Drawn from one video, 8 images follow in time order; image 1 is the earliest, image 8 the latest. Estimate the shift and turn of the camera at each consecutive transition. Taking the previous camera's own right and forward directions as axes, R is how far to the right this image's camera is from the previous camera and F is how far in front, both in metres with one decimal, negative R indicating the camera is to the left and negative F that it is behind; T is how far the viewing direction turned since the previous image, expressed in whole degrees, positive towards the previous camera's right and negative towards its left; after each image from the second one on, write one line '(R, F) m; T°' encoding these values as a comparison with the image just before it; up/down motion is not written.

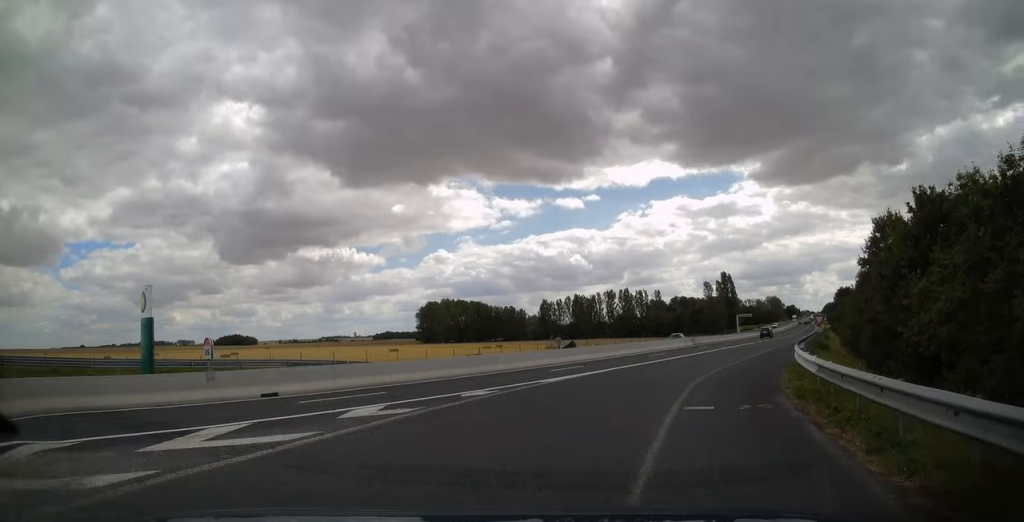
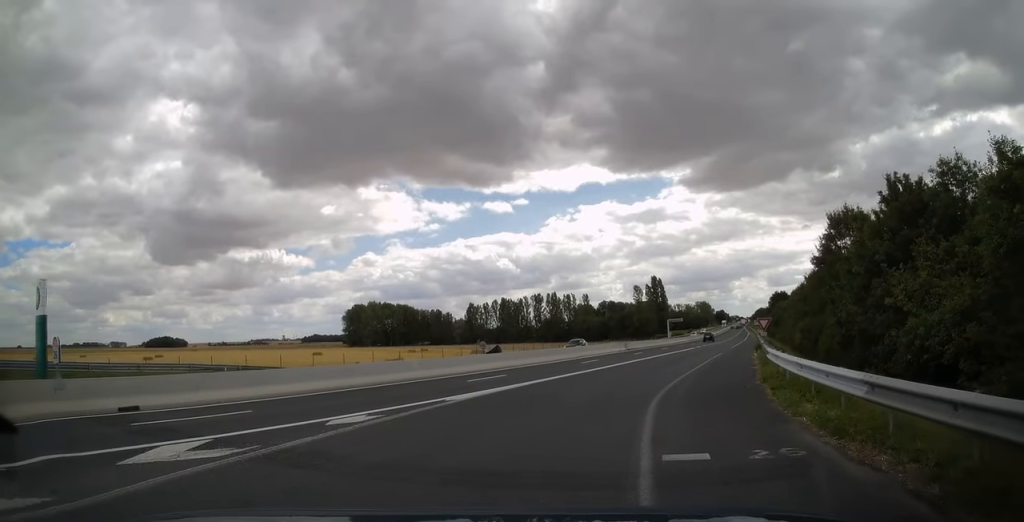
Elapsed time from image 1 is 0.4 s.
(+0.1, +4.0) m; +6°
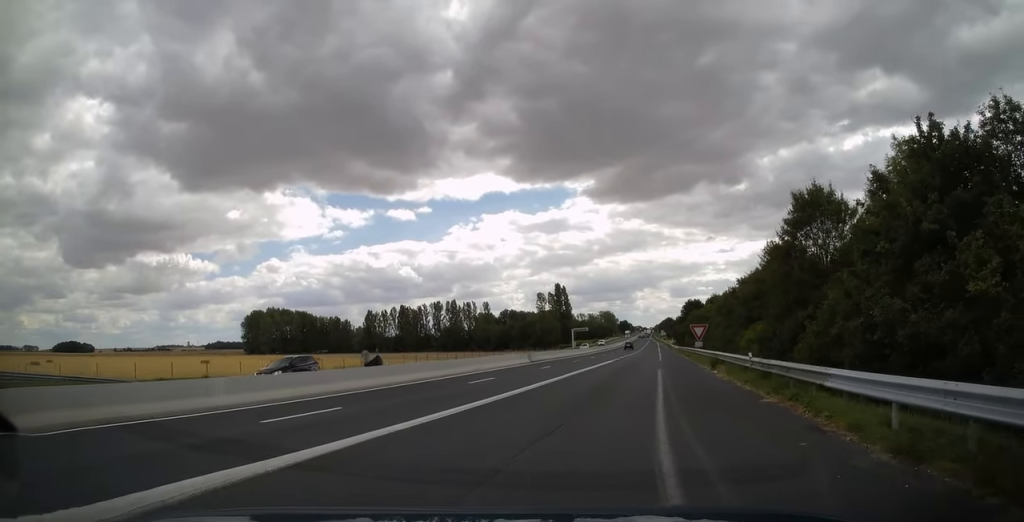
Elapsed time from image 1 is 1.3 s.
(+1.0, +9.8) m; +11°
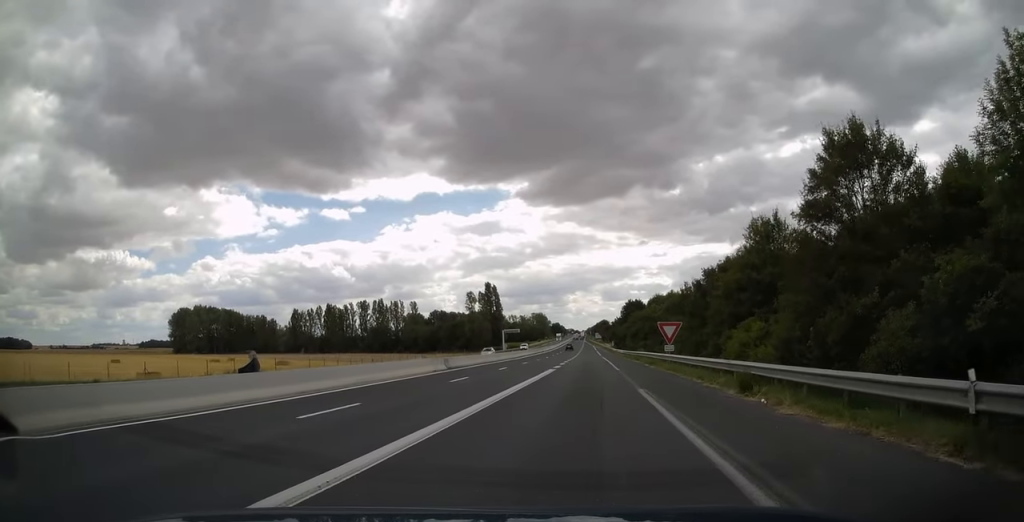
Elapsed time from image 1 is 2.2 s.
(+1.1, +11.5) m; +7°
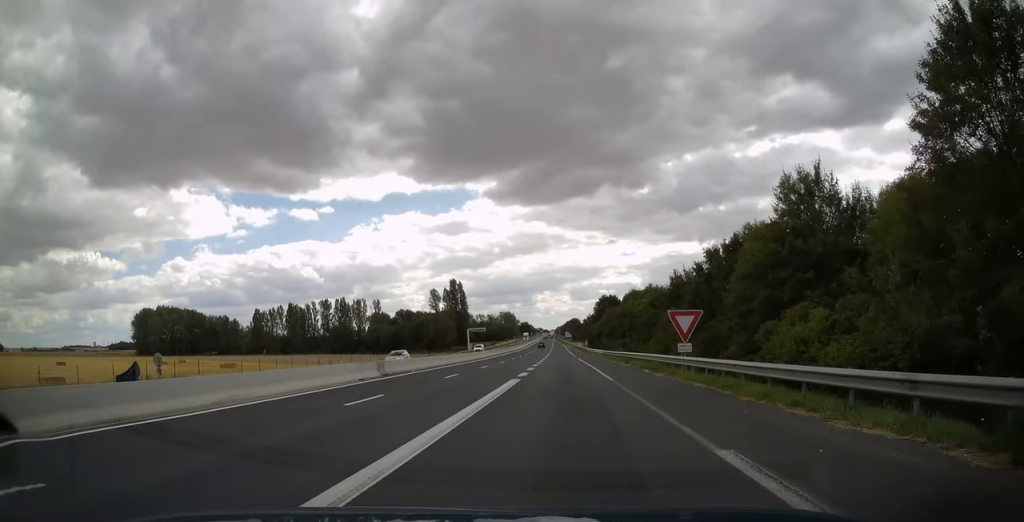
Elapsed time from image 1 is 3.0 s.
(+0.4, +10.5) m; +3°
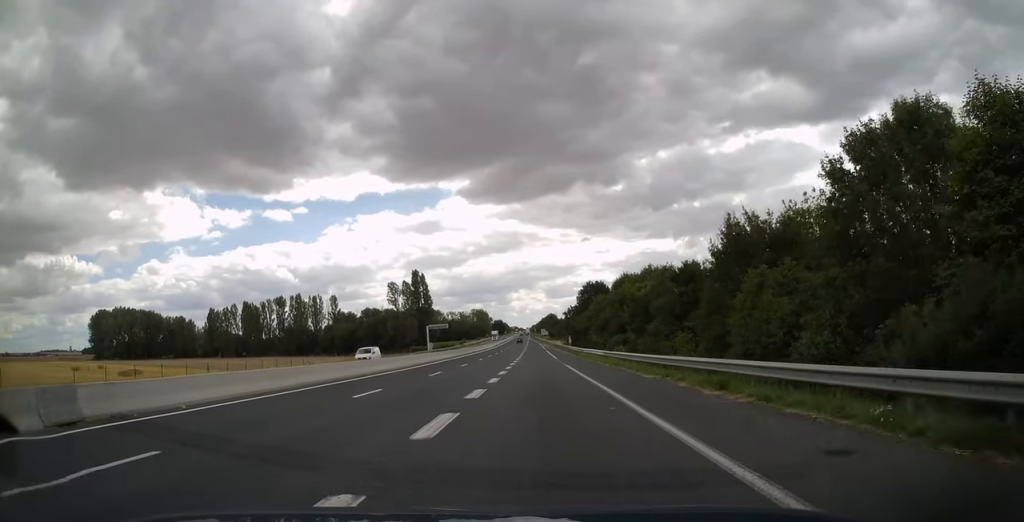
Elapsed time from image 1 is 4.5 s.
(+0.5, +24.0) m; +1°
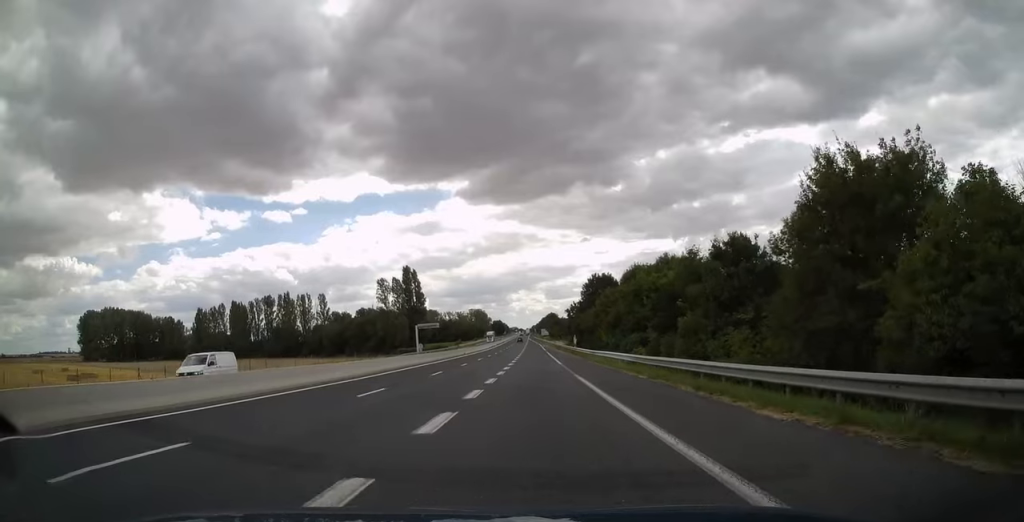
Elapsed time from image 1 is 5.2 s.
(0.0, +12.4) m; +1°
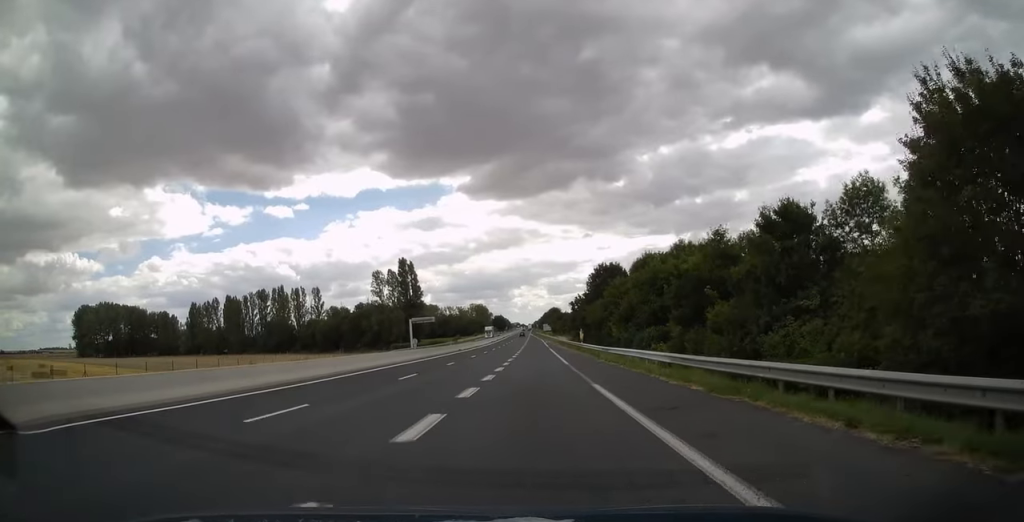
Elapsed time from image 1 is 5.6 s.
(-0.1, +7.6) m; 0°
